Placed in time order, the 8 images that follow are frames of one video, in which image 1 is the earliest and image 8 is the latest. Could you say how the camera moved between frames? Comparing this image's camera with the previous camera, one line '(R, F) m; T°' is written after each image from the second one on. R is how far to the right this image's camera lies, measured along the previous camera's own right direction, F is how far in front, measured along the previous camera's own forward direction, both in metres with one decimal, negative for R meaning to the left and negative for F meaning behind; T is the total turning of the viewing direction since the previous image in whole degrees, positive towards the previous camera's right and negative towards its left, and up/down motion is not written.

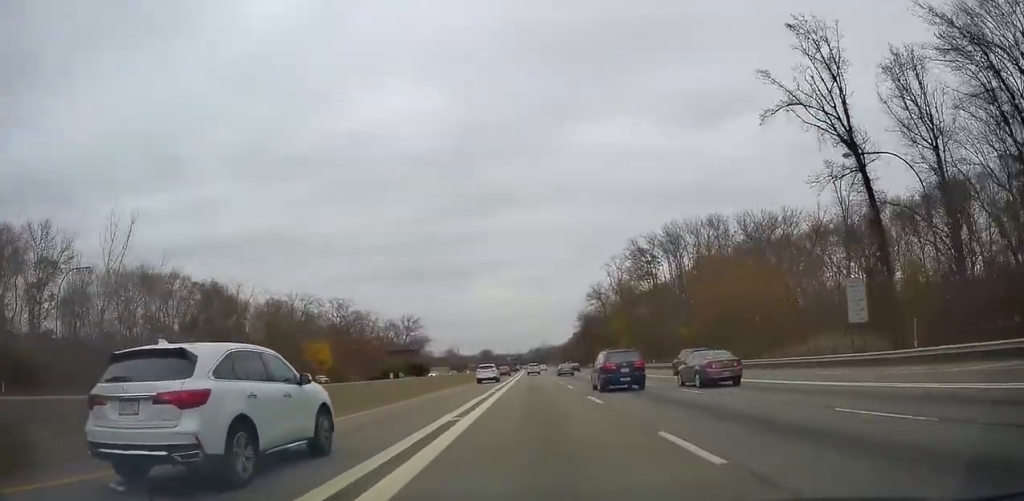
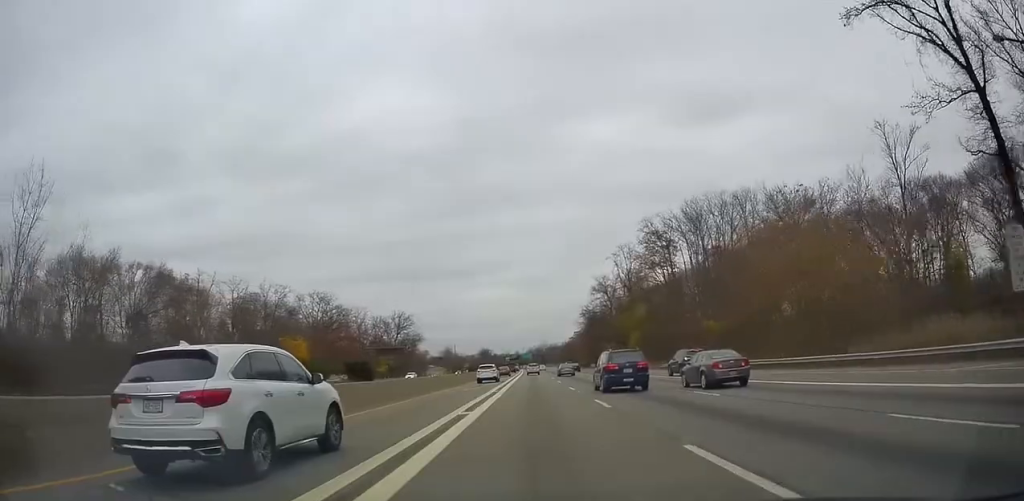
(-0.1, +14.1) m; 0°
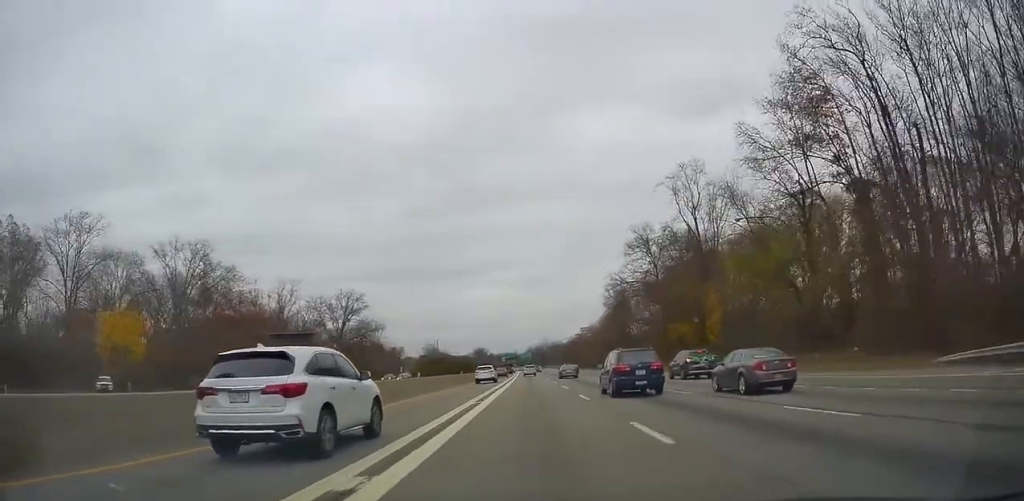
(0.0, +57.4) m; -1°
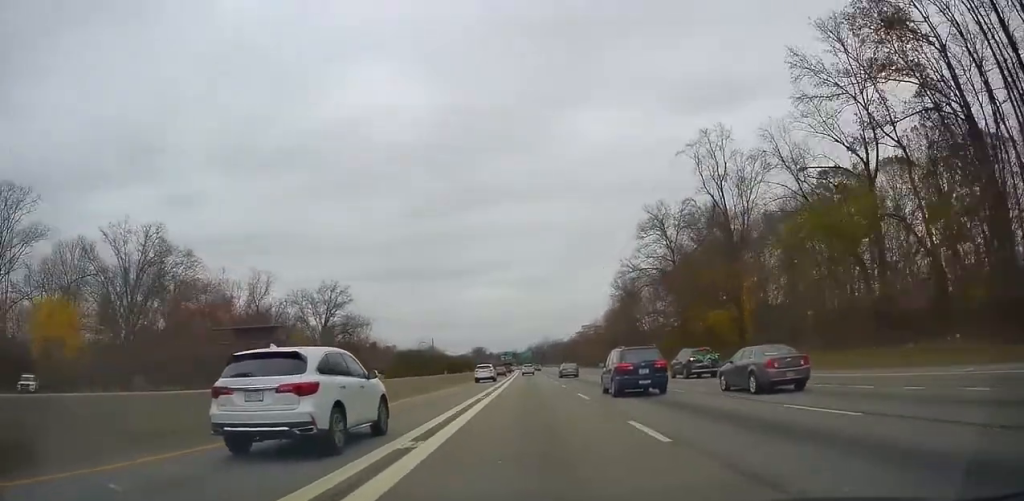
(-0.1, +12.3) m; 0°
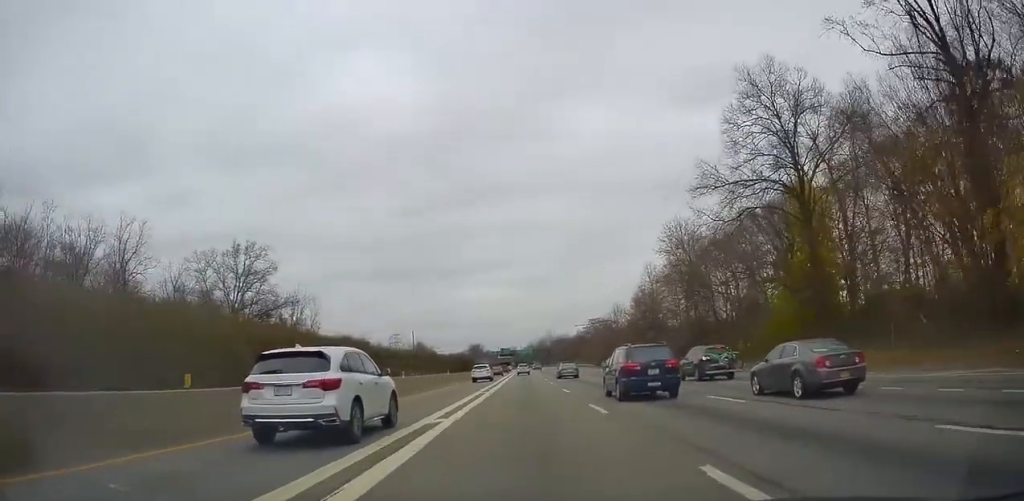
(+0.2, +42.8) m; +1°
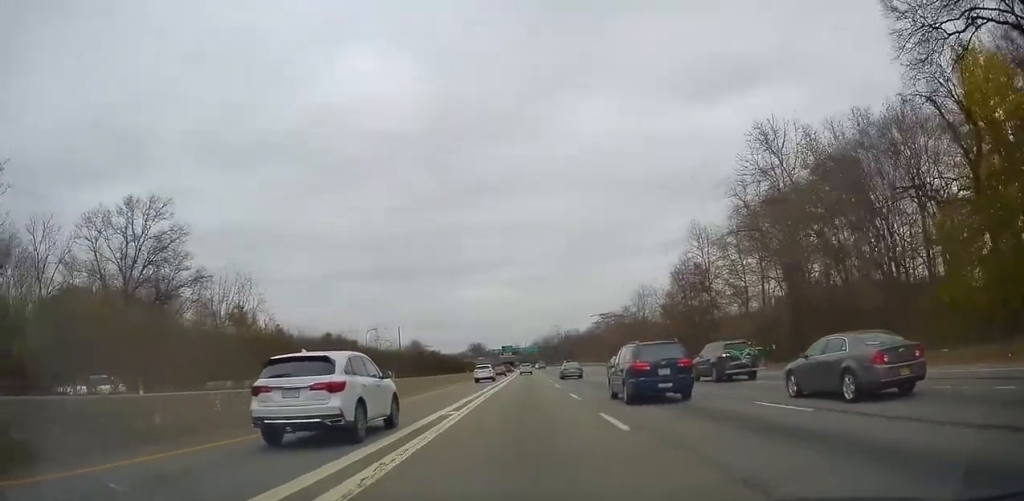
(+0.1, +28.7) m; 0°
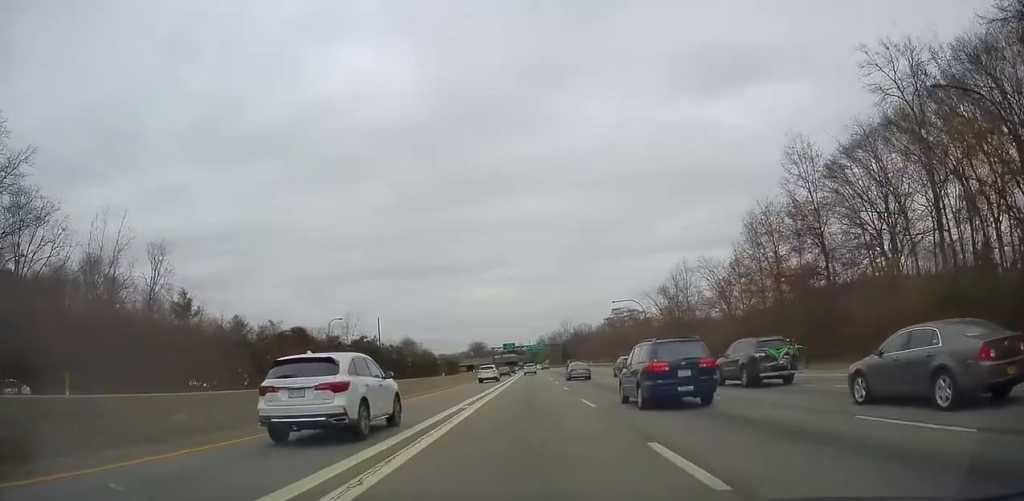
(0.0, +29.2) m; -1°
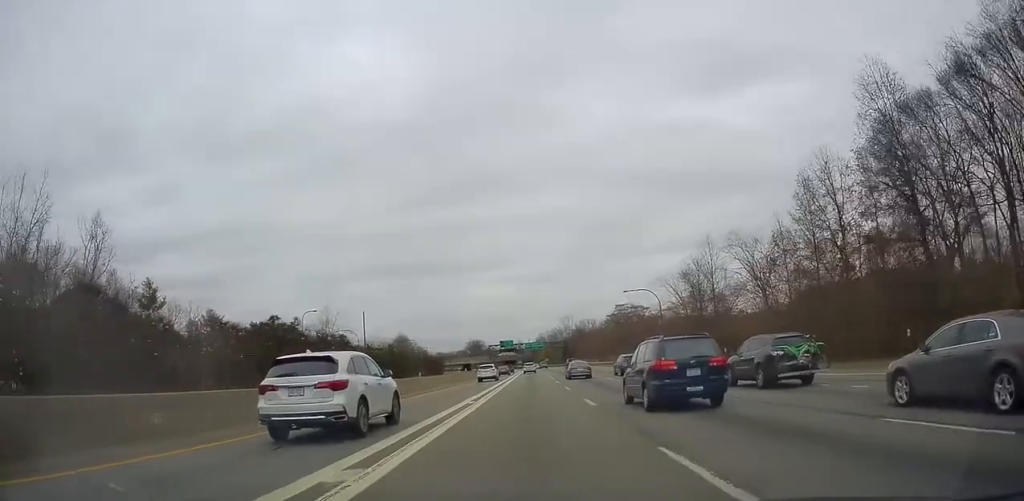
(-0.1, +13.0) m; 0°
